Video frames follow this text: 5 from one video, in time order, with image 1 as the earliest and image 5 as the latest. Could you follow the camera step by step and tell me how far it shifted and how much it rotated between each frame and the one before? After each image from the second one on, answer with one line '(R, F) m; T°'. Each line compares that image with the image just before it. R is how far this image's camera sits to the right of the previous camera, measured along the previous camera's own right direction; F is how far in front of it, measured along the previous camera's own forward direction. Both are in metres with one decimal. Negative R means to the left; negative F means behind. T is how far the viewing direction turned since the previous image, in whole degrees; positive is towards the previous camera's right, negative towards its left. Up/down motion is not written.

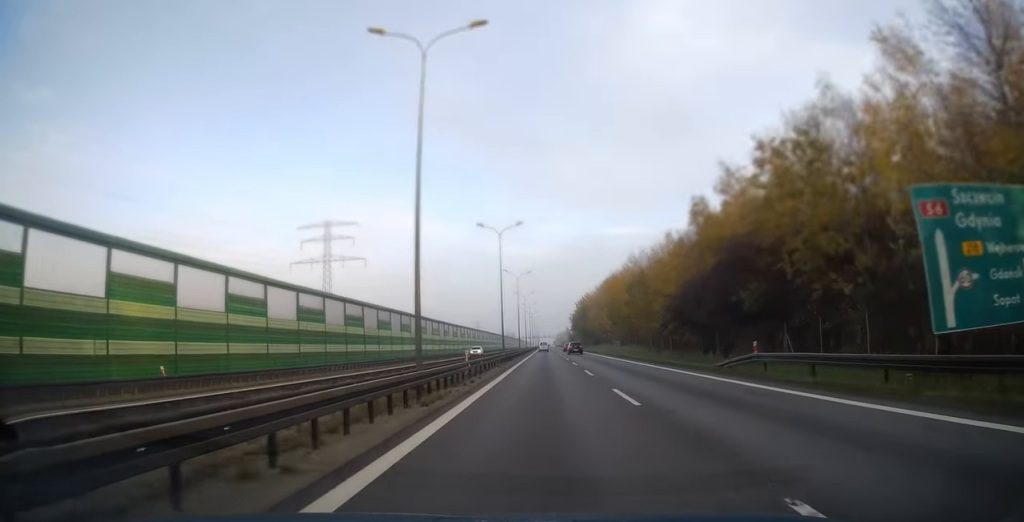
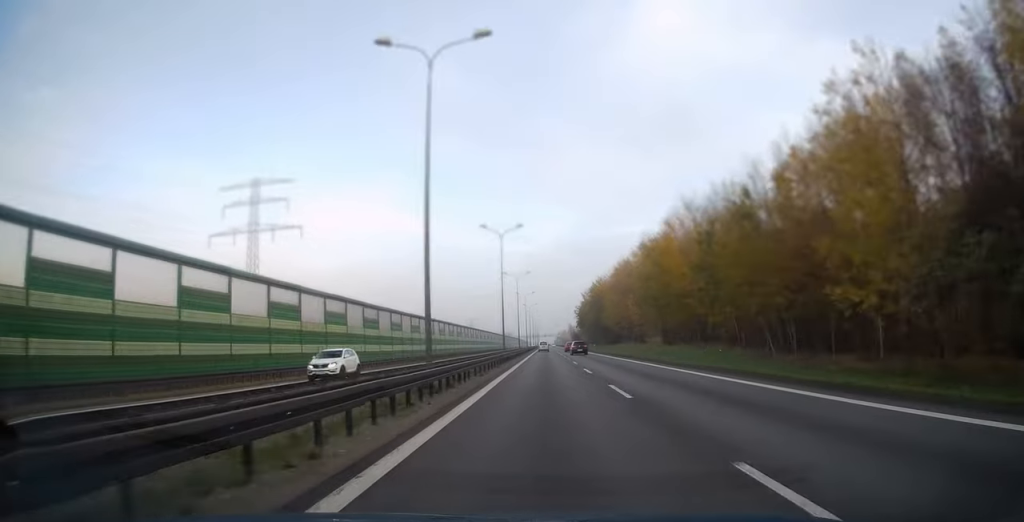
(0.0, +34.7) m; 0°
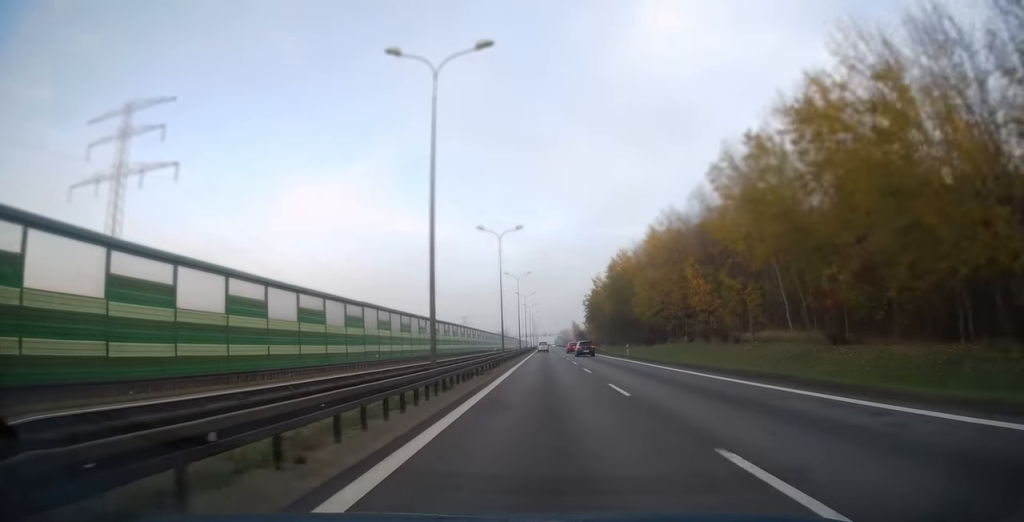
(0.0, +35.3) m; 0°
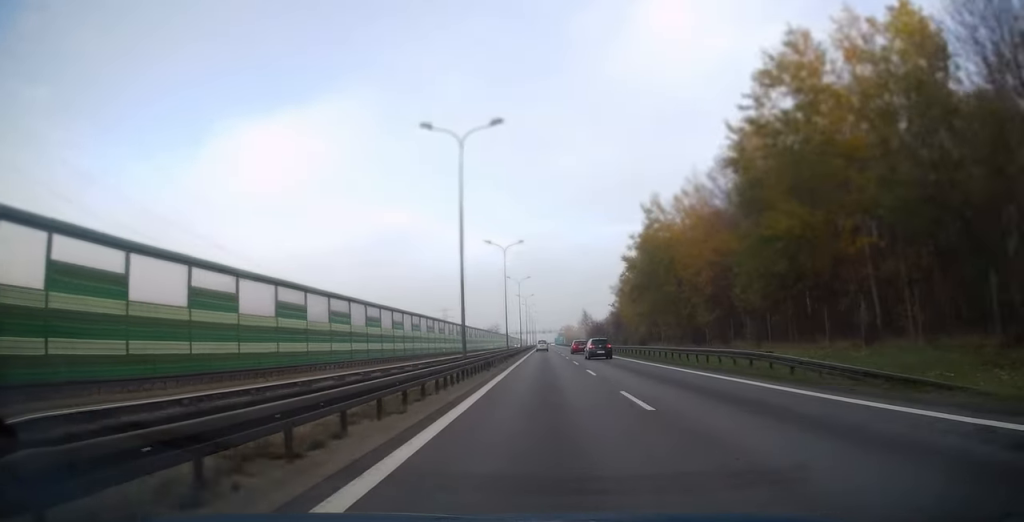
(+0.1, +63.6) m; 0°
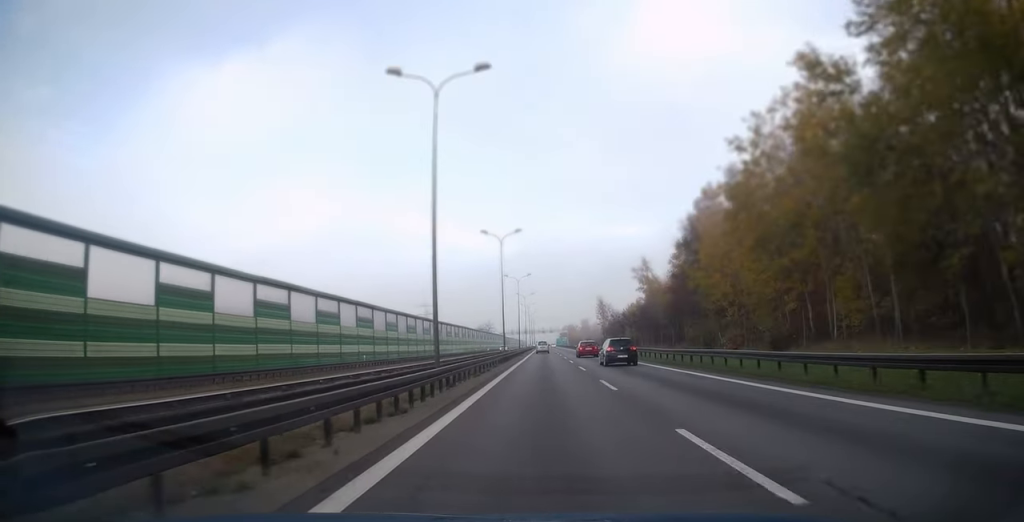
(-0.1, +42.8) m; 0°
